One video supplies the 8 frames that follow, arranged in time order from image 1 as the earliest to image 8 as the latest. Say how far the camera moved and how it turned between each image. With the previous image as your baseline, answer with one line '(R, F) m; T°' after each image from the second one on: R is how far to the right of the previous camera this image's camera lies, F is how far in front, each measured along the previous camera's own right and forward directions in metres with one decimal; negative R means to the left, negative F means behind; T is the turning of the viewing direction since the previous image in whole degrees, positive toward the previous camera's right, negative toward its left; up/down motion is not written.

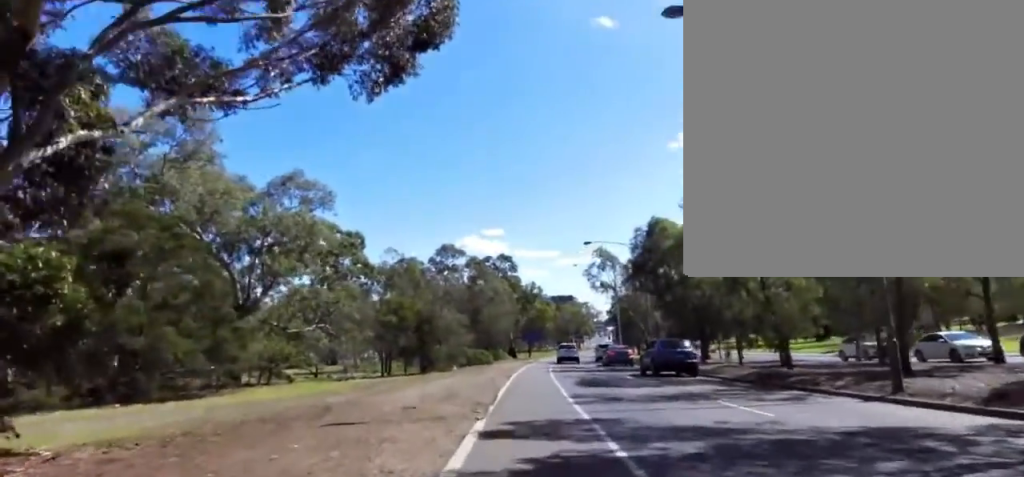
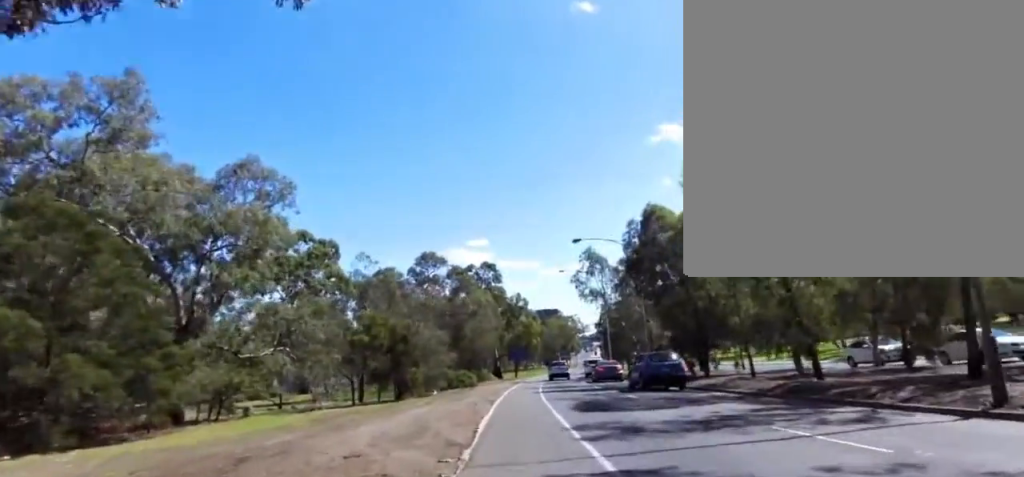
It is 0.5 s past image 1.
(0.0, +3.7) m; 0°
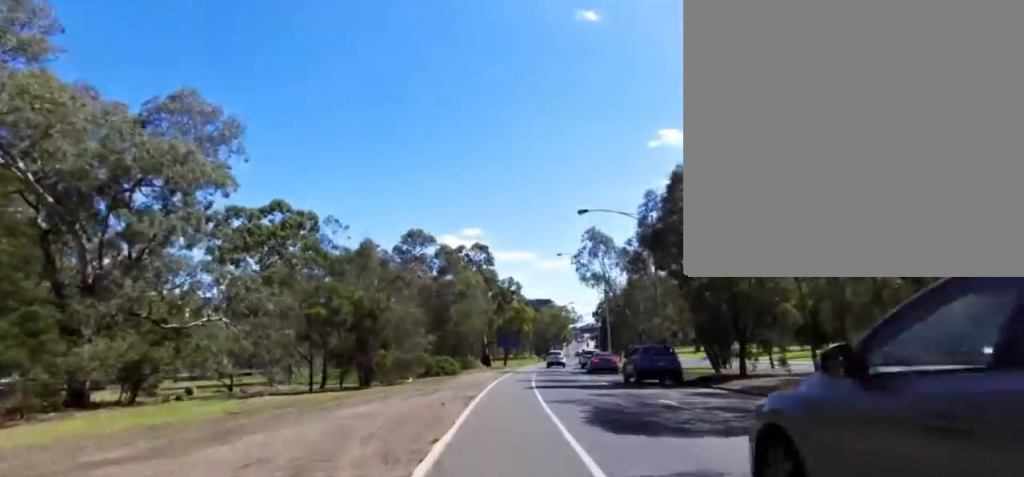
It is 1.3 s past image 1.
(0.0, +6.9) m; 0°
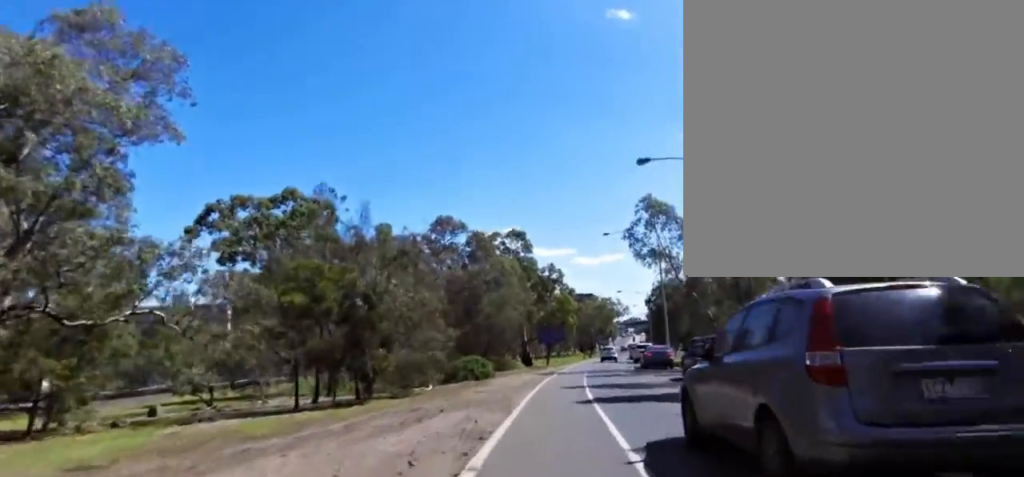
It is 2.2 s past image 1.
(0.0, +8.7) m; 0°
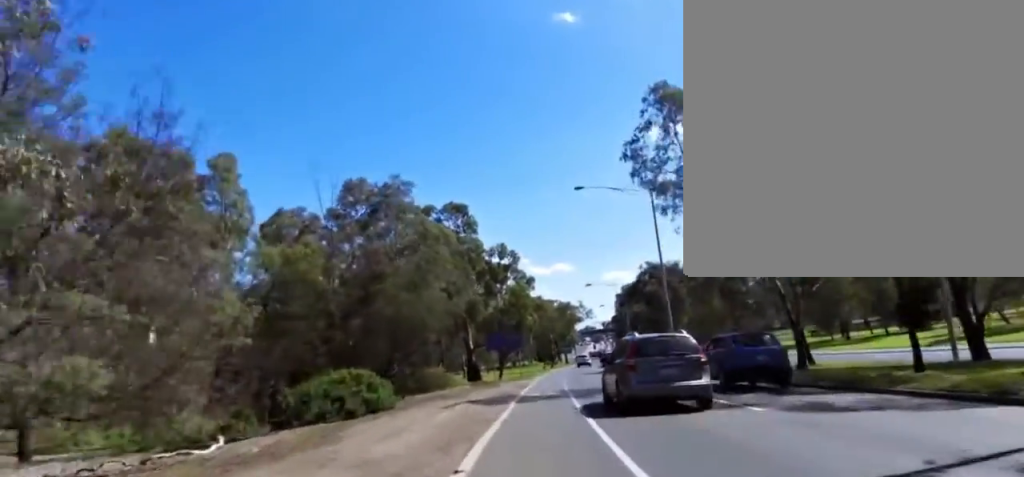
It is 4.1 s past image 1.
(0.0, +19.0) m; 0°
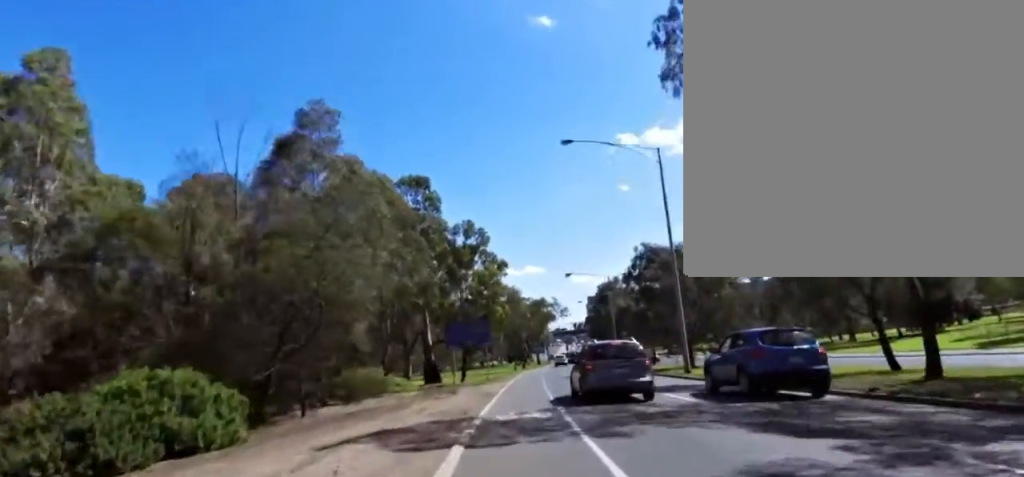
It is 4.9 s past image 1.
(0.0, +9.5) m; 0°
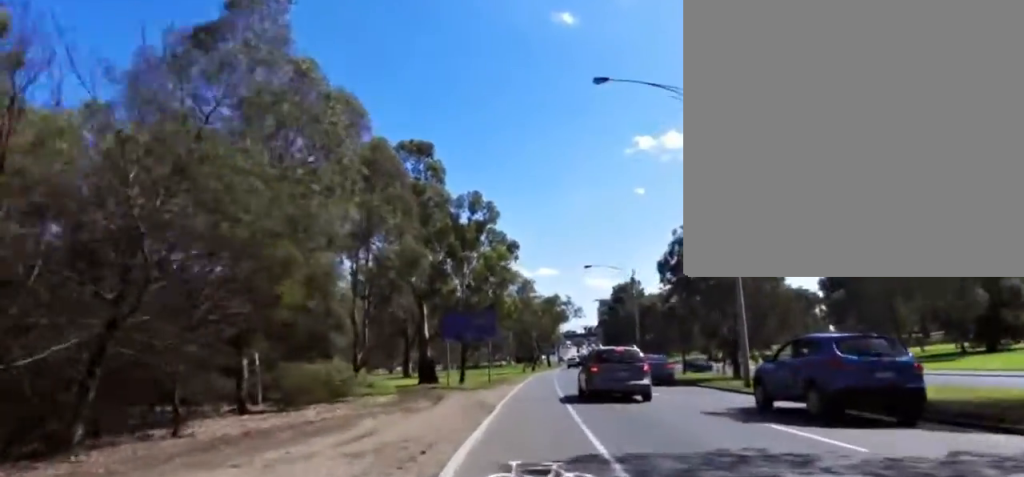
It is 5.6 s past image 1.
(0.0, +7.2) m; 0°
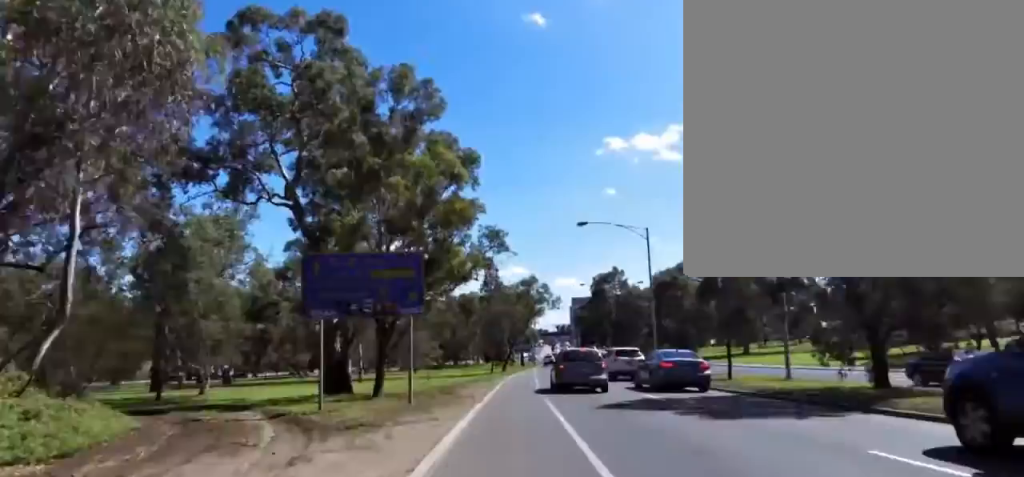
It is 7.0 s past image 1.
(0.0, +16.5) m; 0°
